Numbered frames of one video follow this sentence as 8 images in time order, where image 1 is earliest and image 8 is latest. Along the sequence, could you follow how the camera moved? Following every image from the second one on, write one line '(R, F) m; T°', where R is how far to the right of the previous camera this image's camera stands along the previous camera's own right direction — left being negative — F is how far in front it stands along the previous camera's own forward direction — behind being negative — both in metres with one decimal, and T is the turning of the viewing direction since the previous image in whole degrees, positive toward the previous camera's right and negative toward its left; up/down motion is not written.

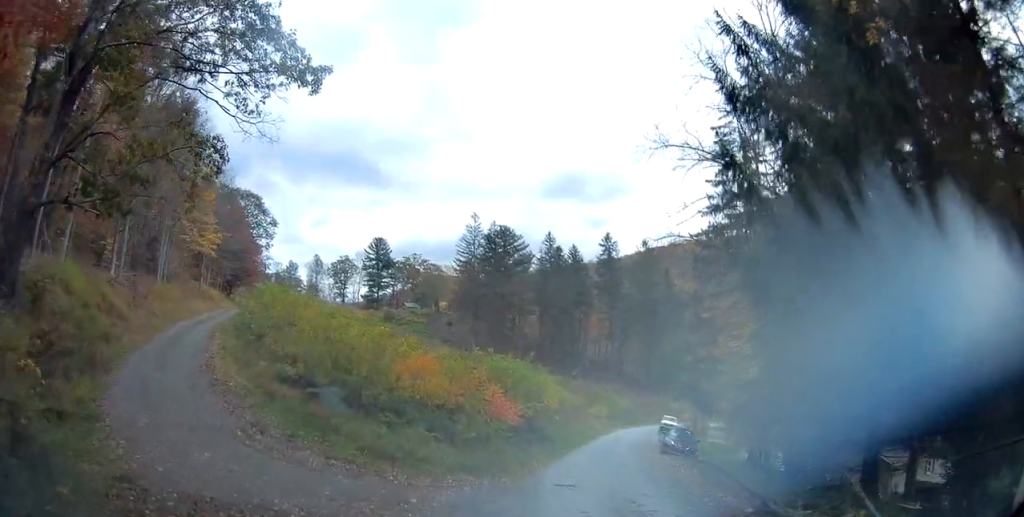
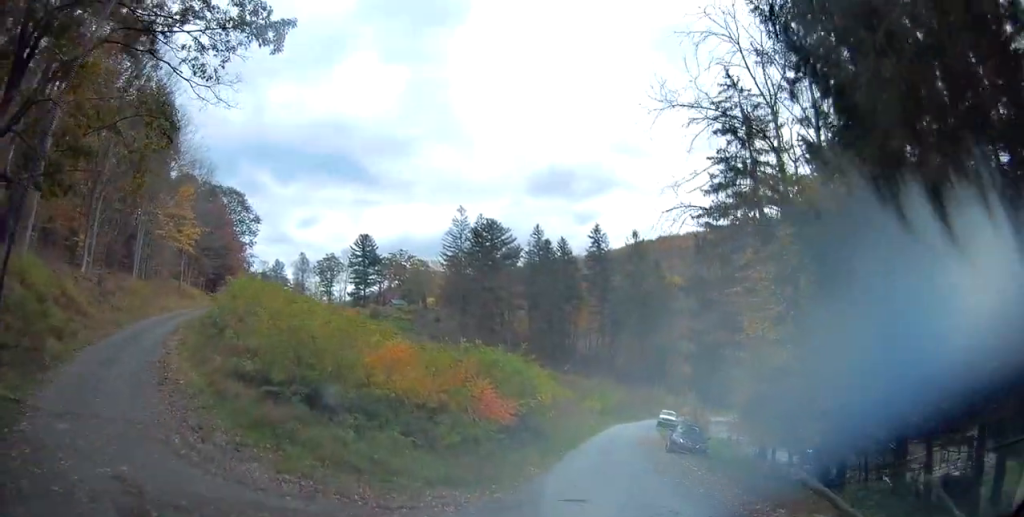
(0.0, +2.3) m; +3°
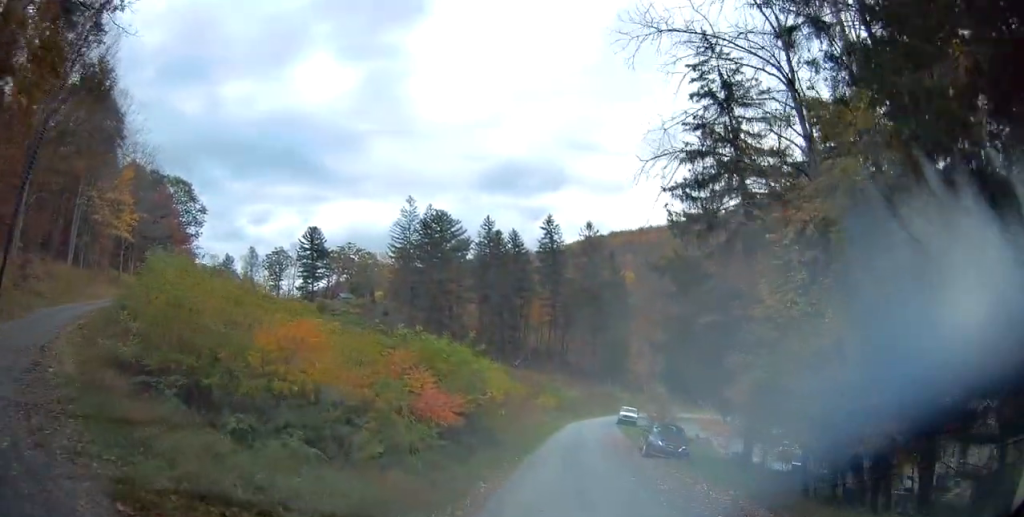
(+0.2, +3.7) m; +9°
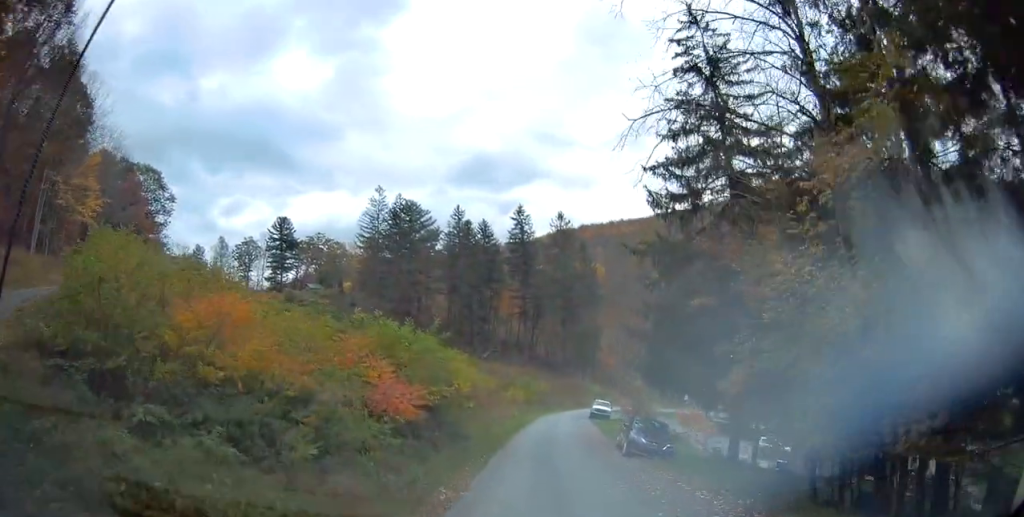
(0.0, +2.0) m; +6°
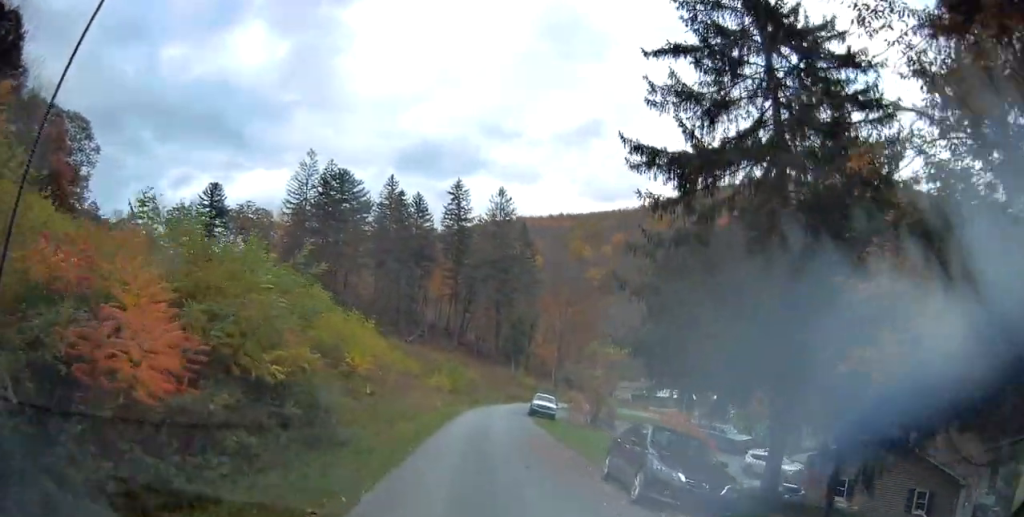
(+0.3, +10.7) m; -1°
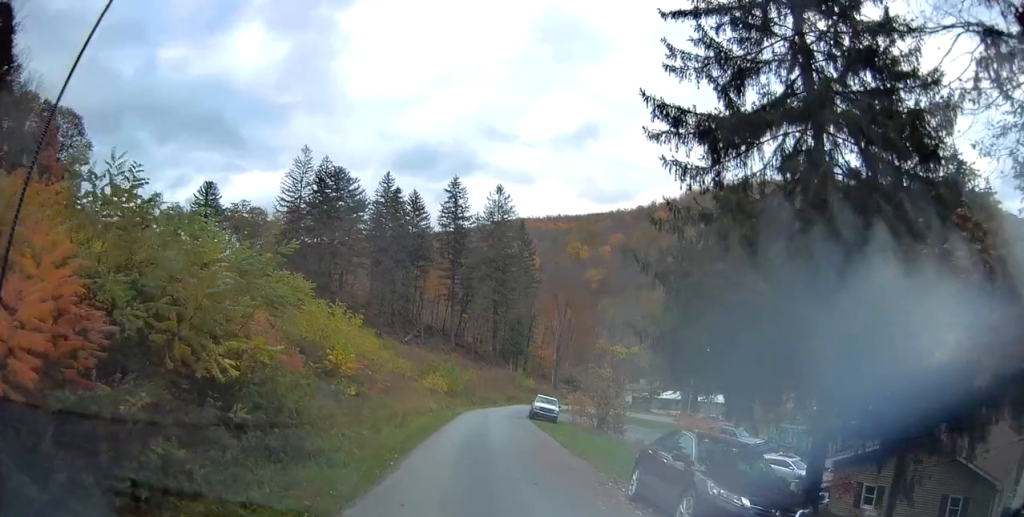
(0.0, +2.6) m; -1°
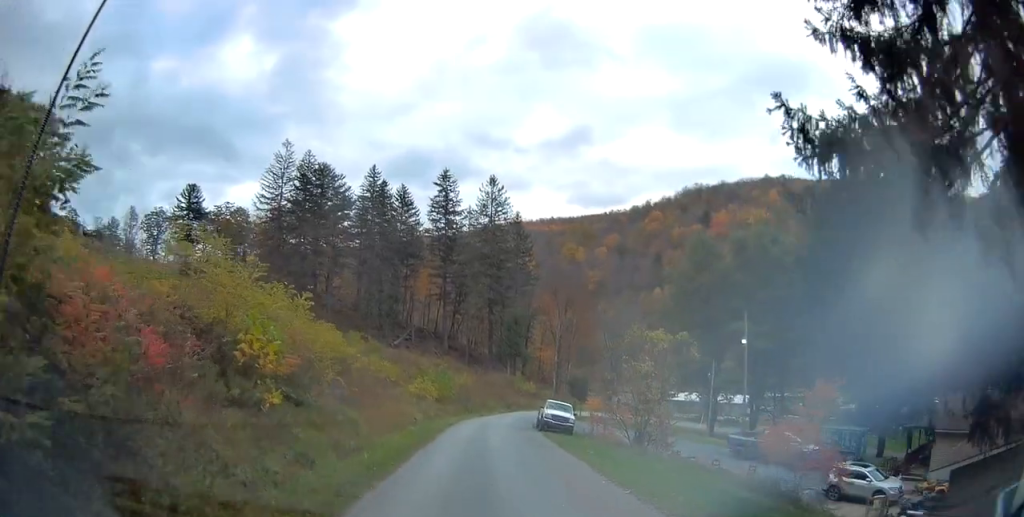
(+0.2, +8.2) m; -1°
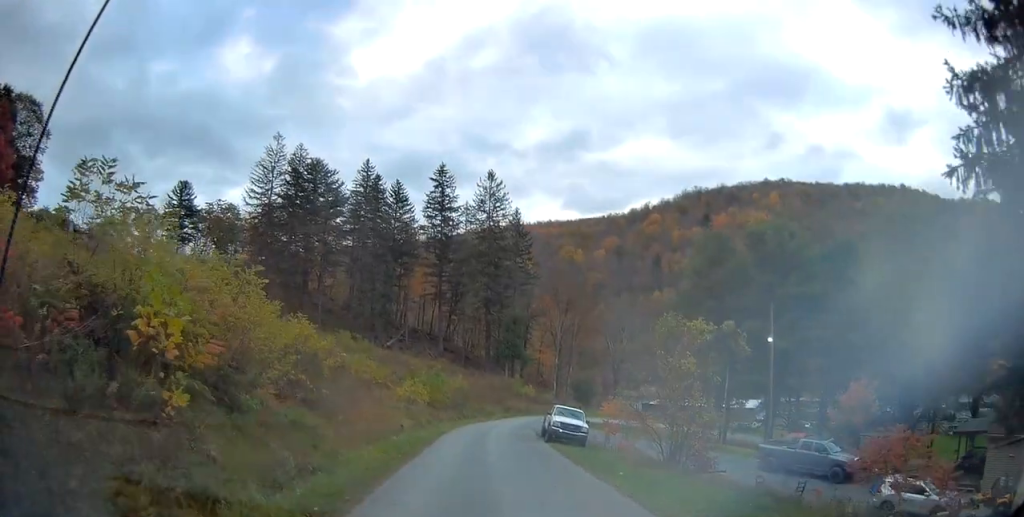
(-0.1, +4.9) m; -2°
